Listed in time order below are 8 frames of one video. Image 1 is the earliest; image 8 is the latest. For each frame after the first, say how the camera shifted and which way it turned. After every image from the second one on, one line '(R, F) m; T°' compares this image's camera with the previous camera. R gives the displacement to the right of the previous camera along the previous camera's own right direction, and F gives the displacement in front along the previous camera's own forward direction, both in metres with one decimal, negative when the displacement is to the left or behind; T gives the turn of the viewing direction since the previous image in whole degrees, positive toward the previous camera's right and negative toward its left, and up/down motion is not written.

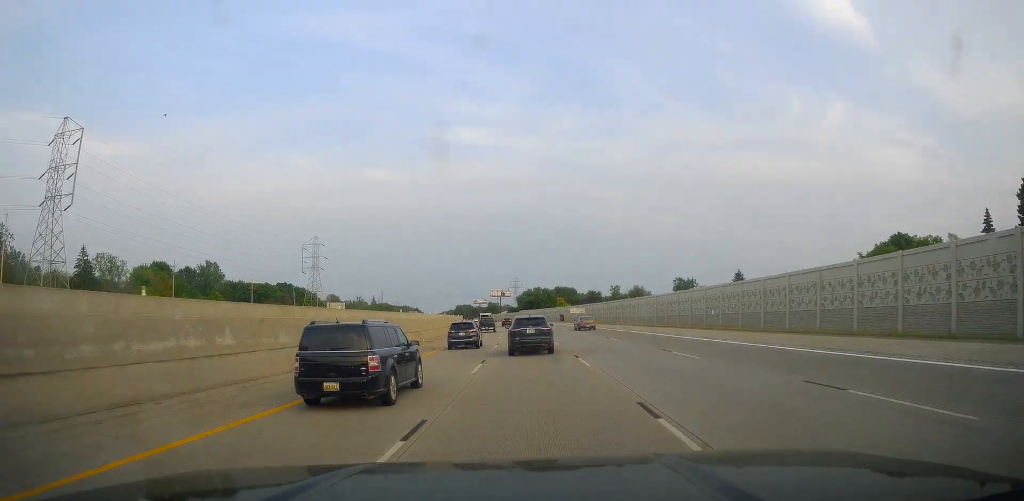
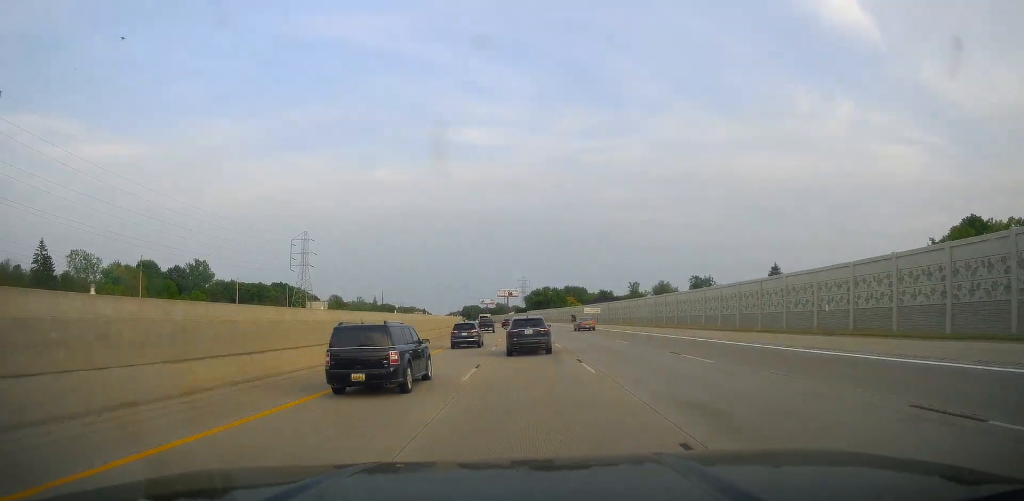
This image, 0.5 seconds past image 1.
(-0.1, +17.4) m; 0°
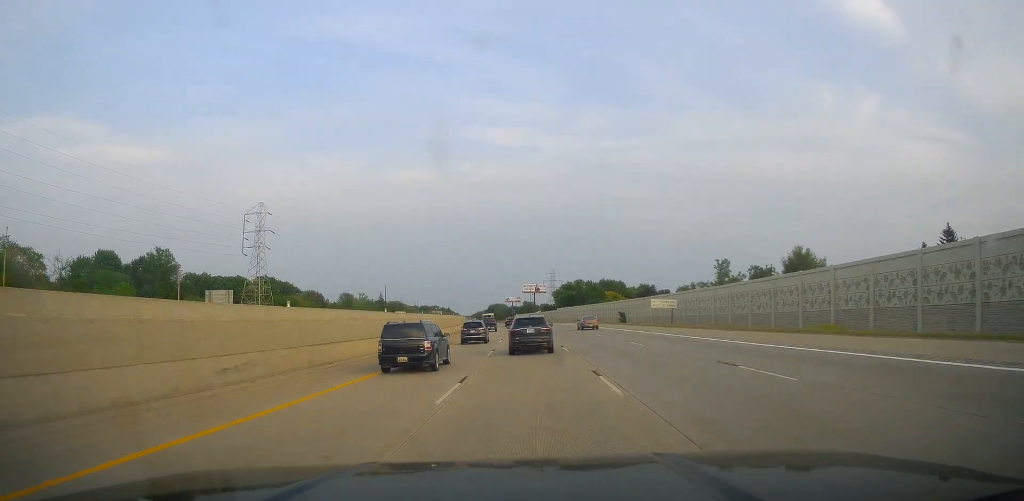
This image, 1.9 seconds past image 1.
(-0.7, +49.9) m; -2°
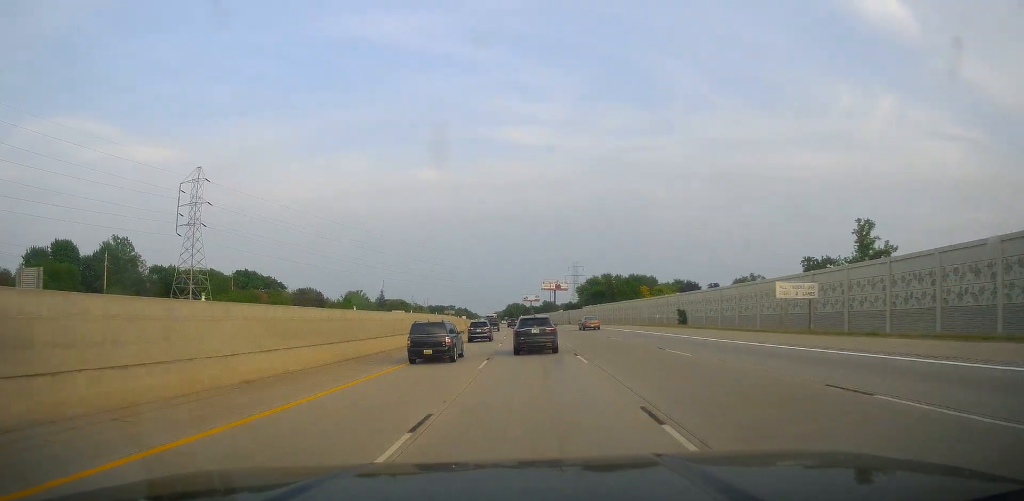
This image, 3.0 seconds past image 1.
(-0.8, +37.4) m; -2°
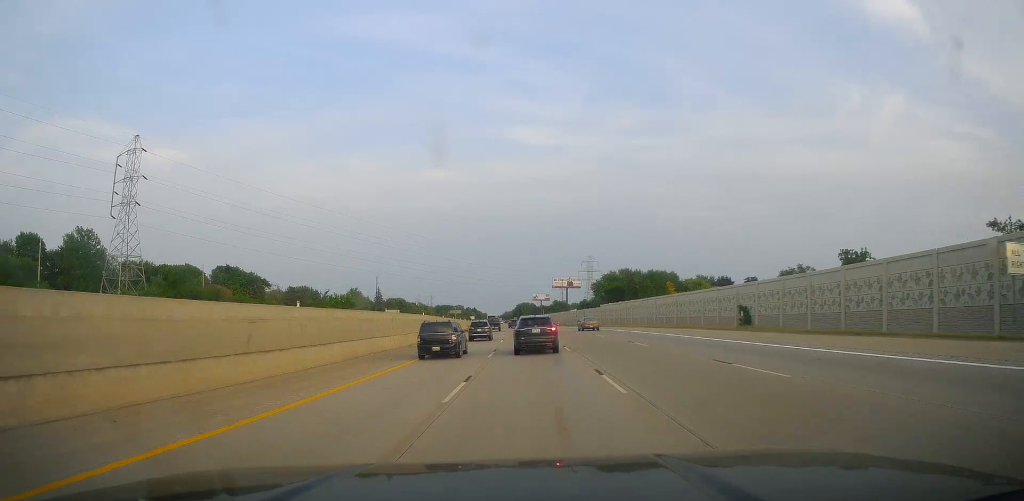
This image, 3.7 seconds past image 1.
(-0.1, +23.6) m; -1°
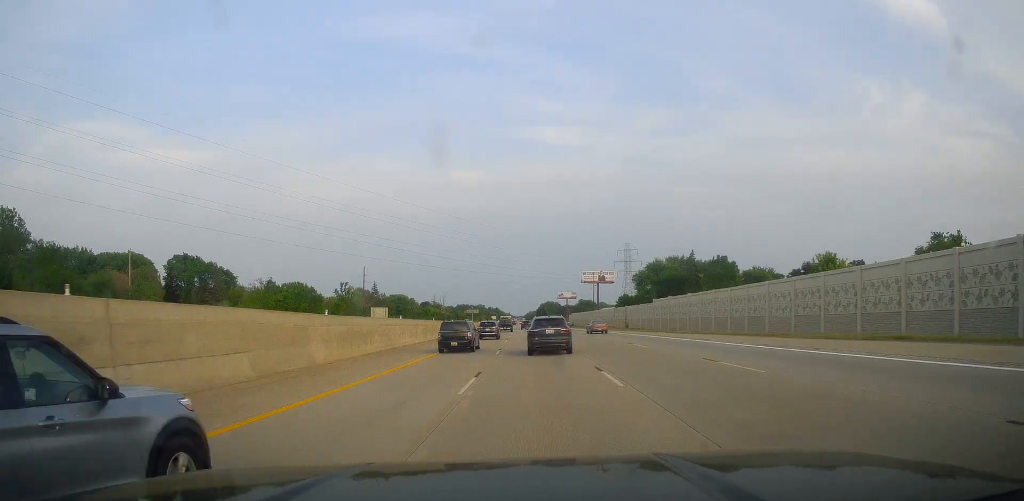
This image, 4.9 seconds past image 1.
(-1.0, +44.0) m; -2°
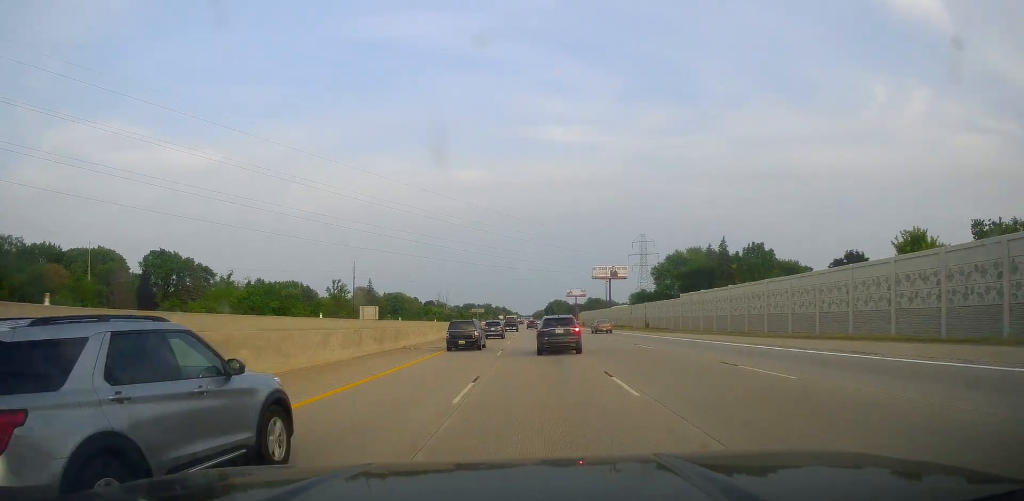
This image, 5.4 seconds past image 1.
(-0.1, +16.7) m; 0°
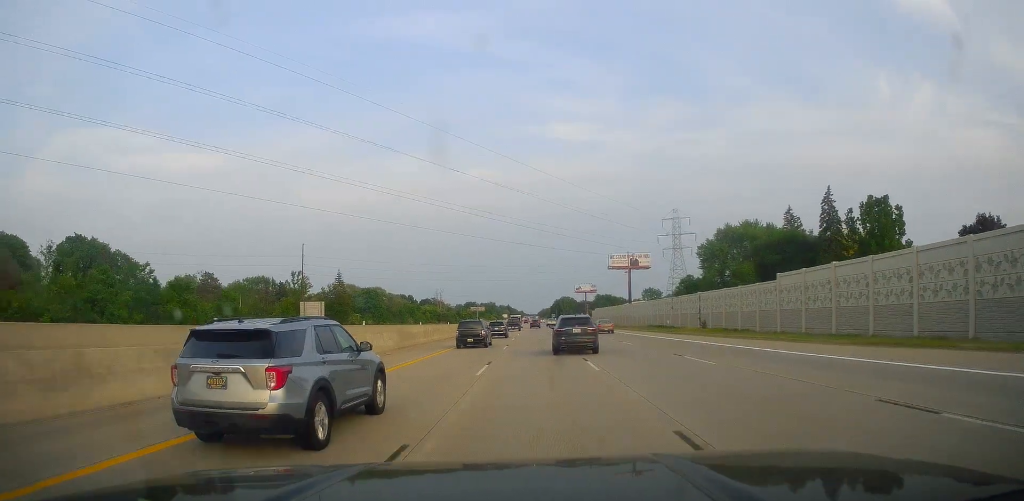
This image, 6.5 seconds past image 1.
(-0.2, +39.2) m; -1°
